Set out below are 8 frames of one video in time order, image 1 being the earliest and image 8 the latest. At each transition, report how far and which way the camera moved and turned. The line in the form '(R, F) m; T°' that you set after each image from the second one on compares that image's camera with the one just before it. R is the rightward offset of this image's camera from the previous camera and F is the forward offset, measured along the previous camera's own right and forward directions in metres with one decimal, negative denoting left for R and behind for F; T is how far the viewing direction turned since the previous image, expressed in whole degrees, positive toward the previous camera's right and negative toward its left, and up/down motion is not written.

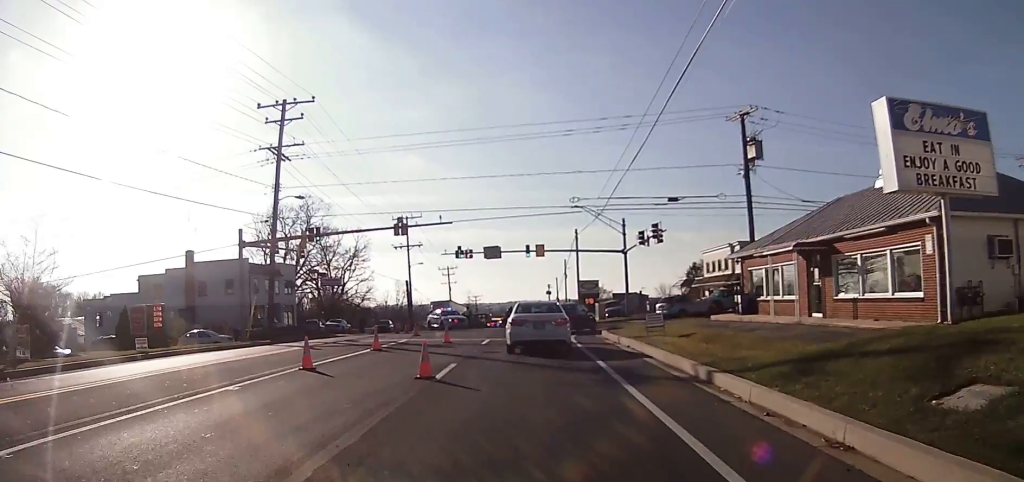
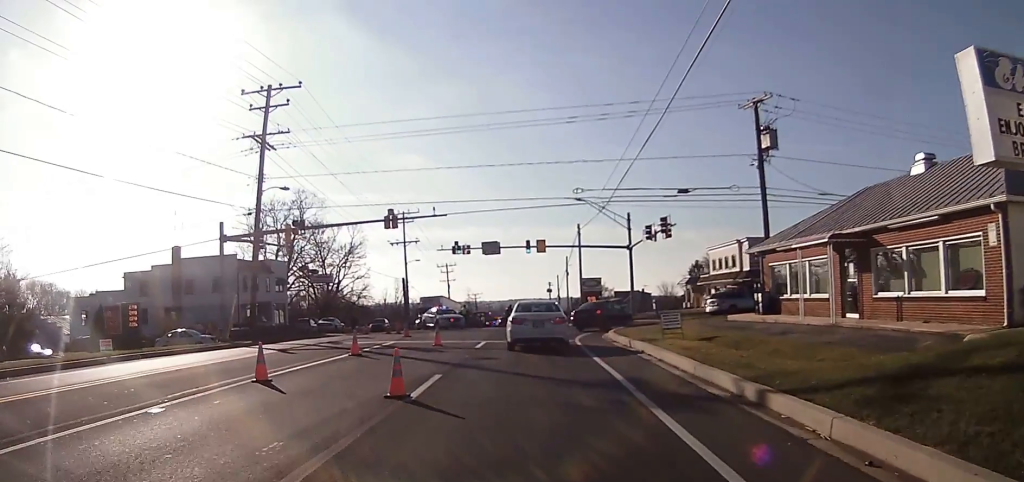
(0.0, +2.8) m; +3°
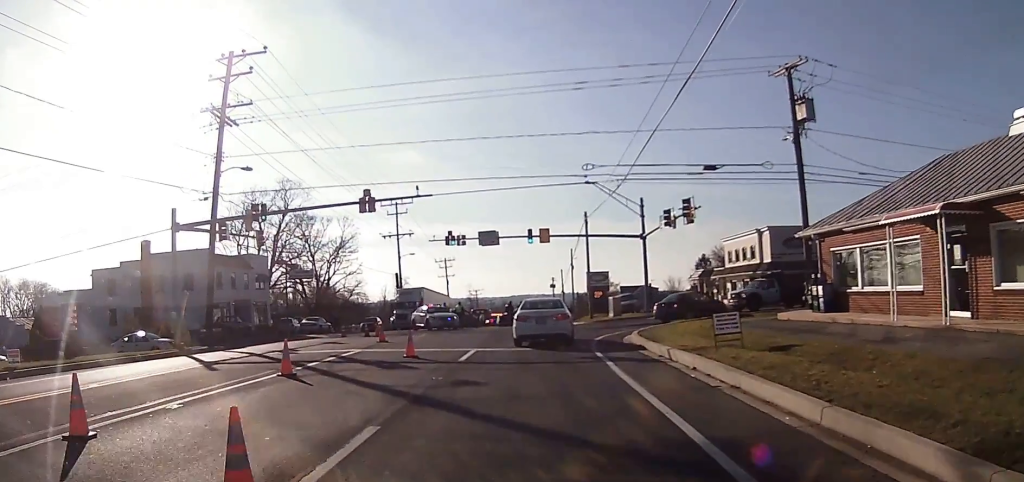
(+0.4, +5.7) m; +2°
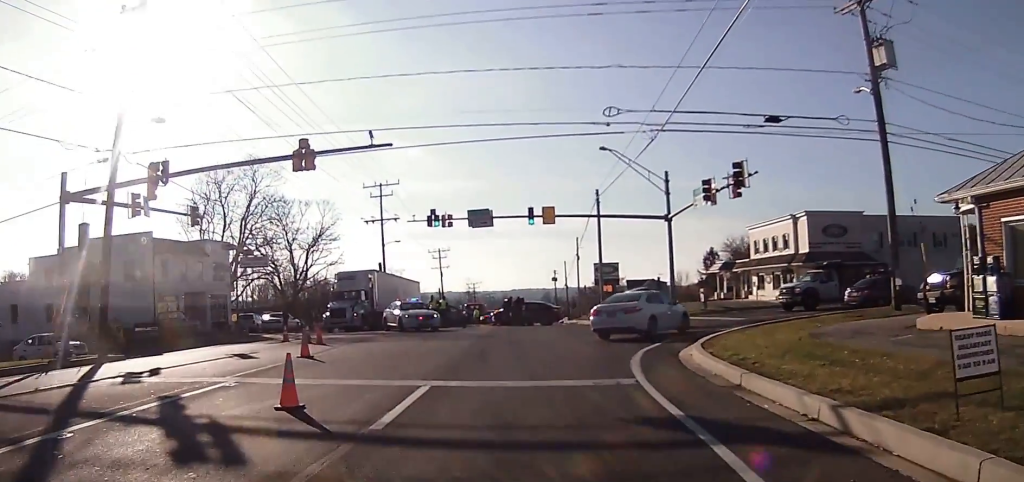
(-0.1, +8.8) m; +2°
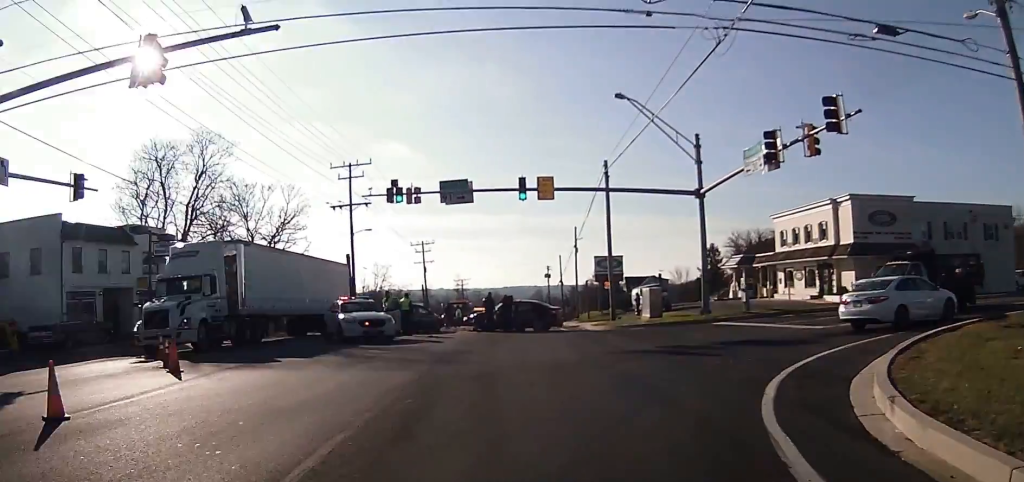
(-0.1, +10.0) m; -2°
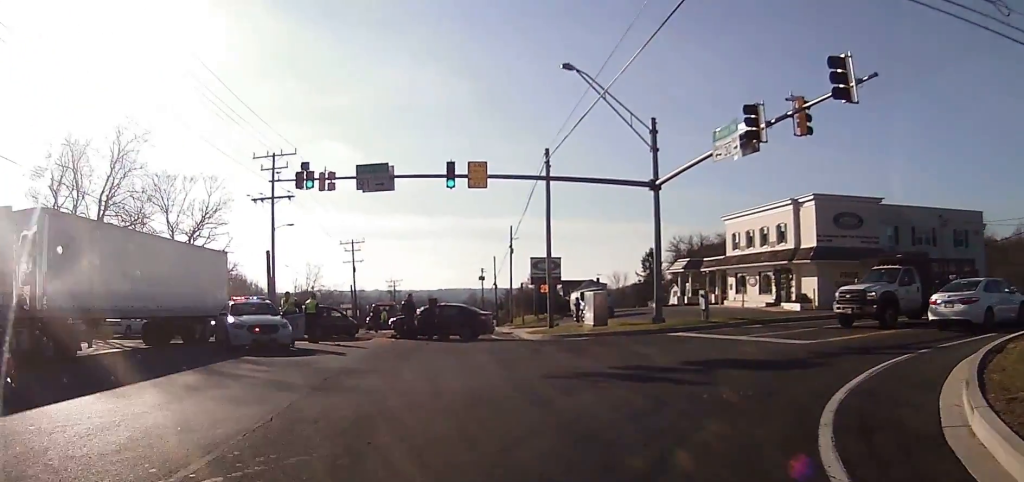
(-0.1, +3.9) m; +5°
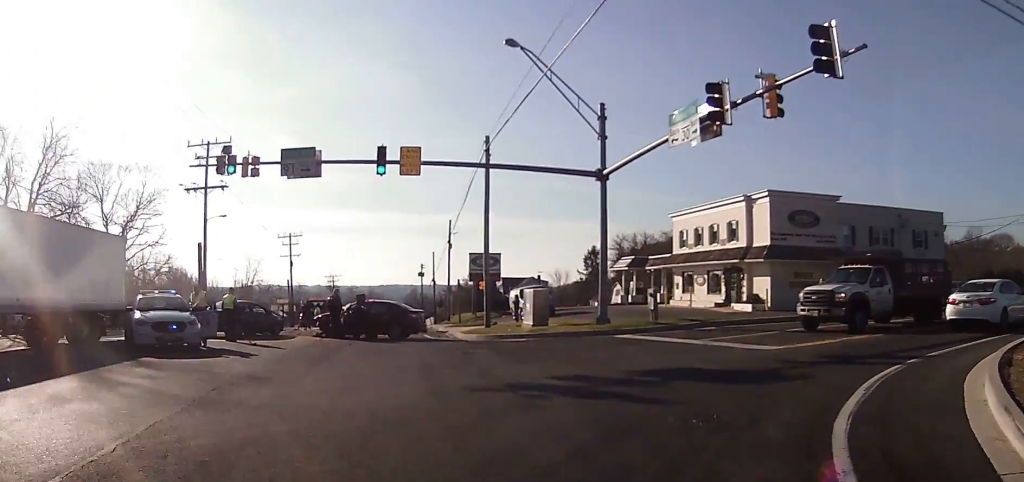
(0.0, +2.2) m; +7°
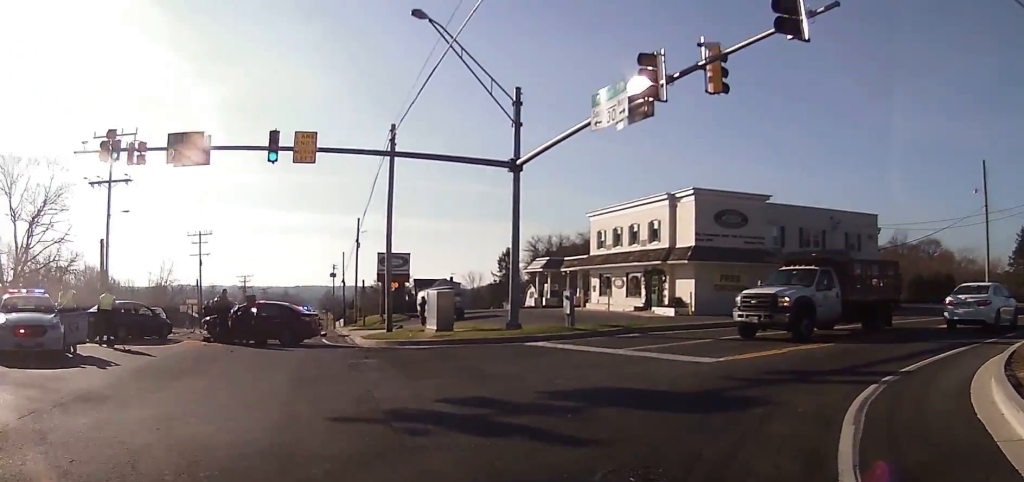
(0.0, +2.1) m; +7°
